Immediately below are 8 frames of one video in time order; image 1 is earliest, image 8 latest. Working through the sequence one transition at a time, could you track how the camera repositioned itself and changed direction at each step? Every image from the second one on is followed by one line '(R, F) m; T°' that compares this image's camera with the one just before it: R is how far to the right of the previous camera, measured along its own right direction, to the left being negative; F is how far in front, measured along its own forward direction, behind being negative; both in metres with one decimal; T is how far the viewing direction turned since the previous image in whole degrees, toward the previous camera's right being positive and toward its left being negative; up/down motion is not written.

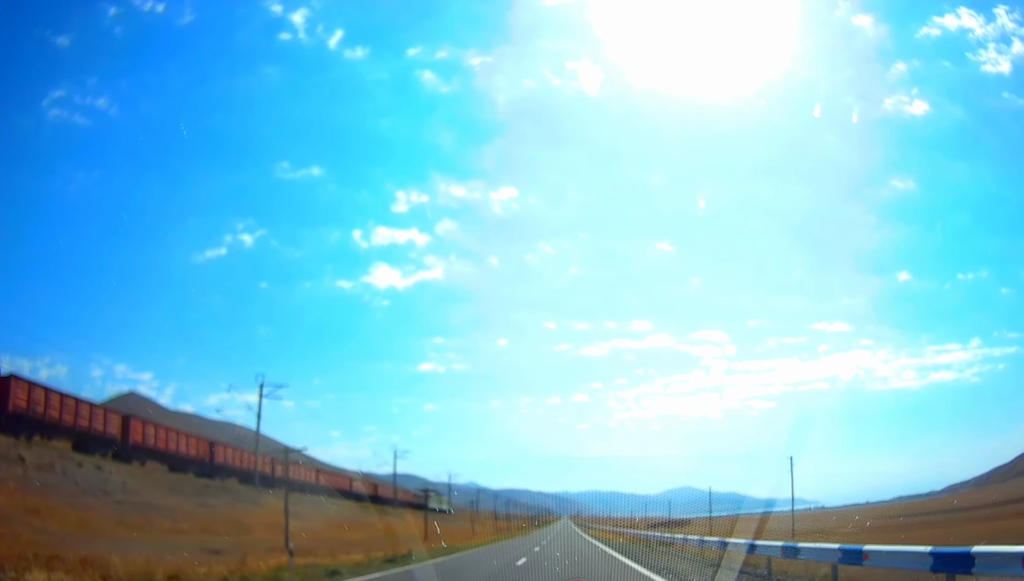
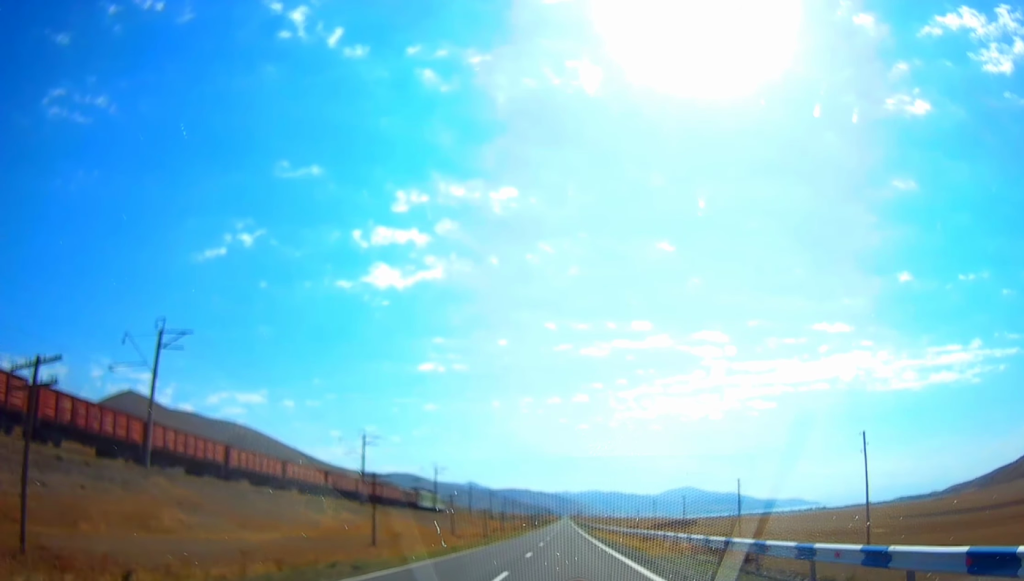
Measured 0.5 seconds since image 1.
(-0.2, +18.8) m; 0°
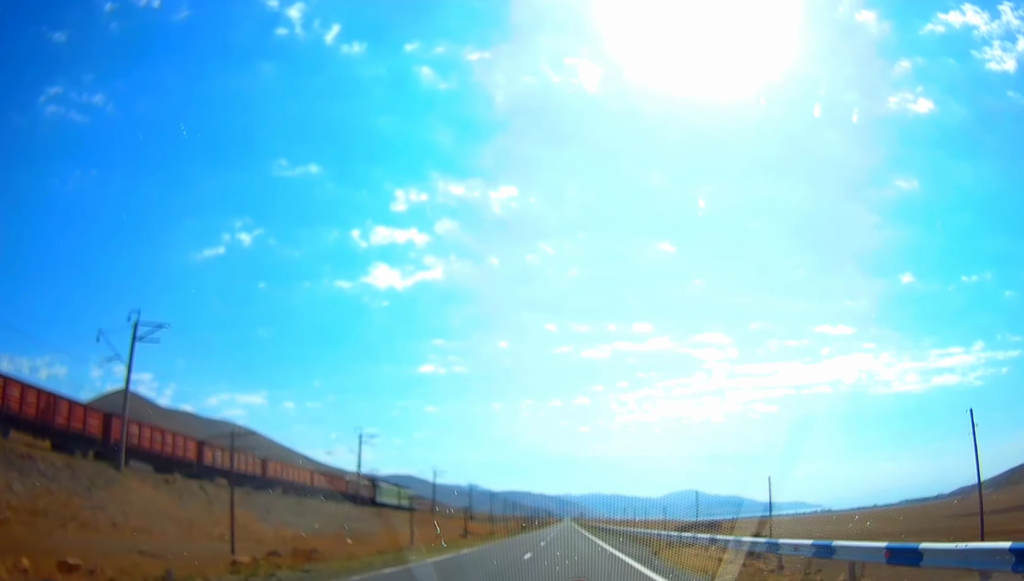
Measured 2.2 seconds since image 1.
(-0.4, +58.4) m; -1°
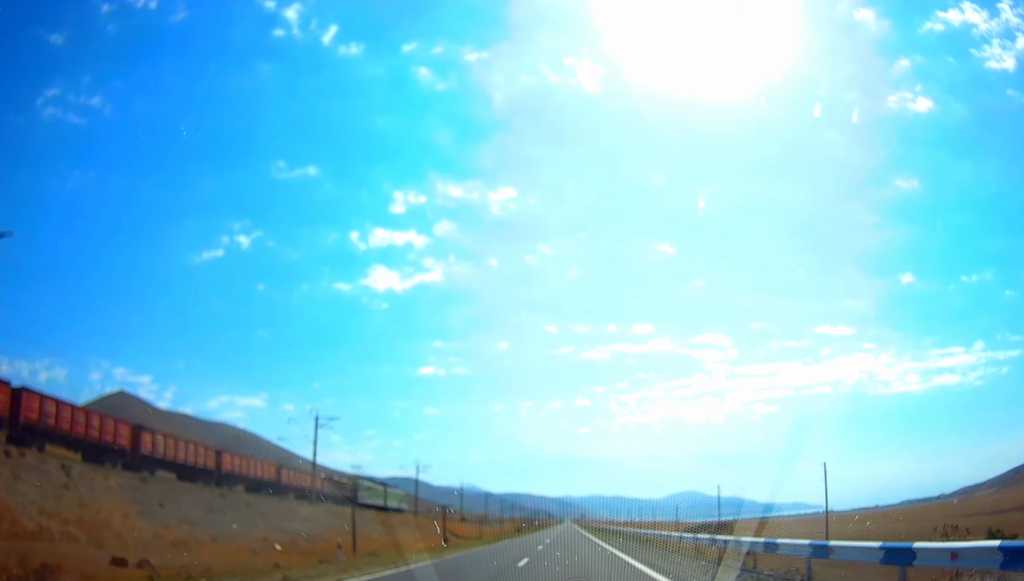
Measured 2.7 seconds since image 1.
(0.0, +17.7) m; 0°
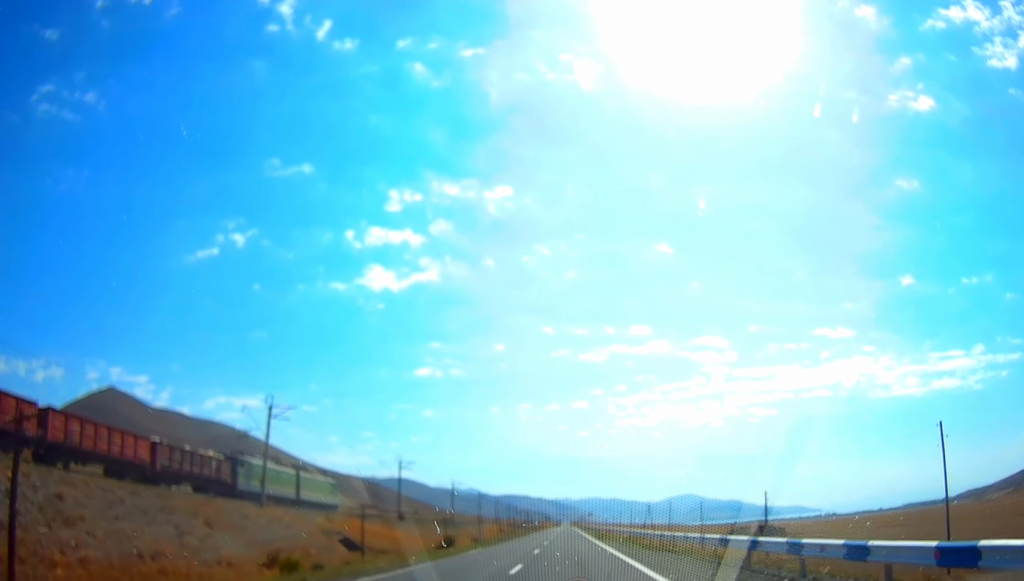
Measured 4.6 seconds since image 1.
(+0.1, +67.6) m; 0°
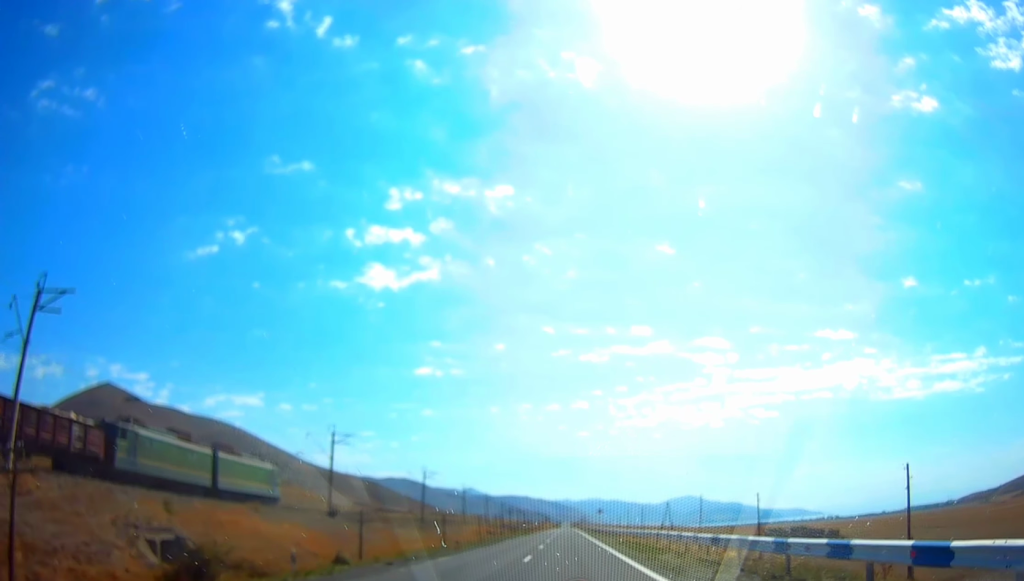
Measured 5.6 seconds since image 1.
(0.0, +35.7) m; 0°
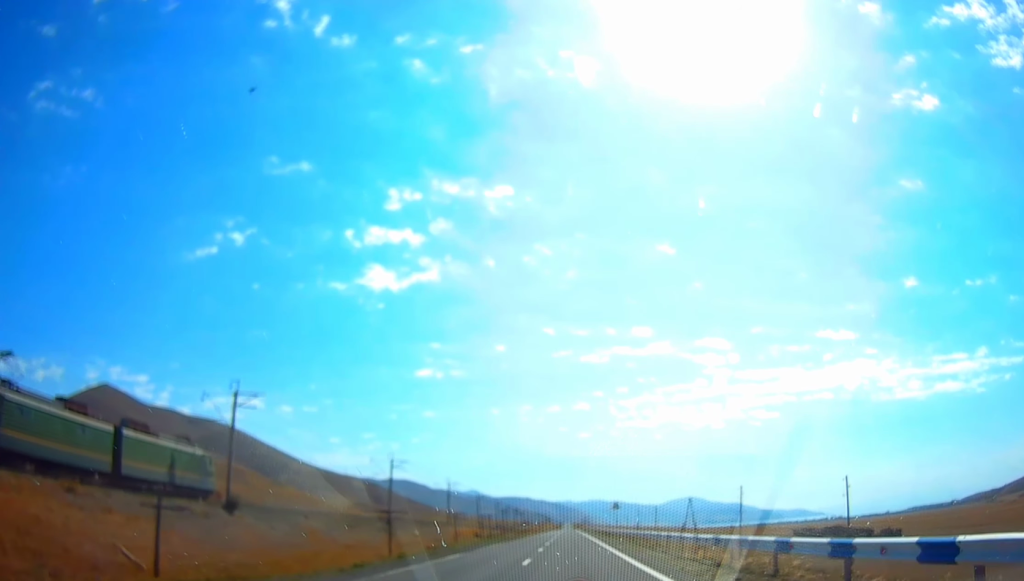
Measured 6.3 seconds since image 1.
(0.0, +26.7) m; 0°
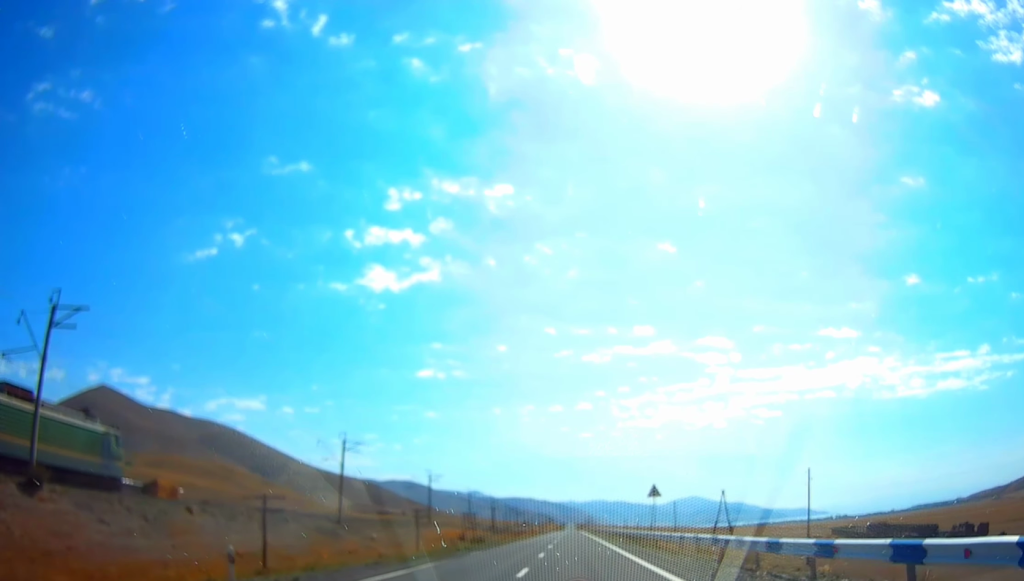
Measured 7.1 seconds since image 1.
(0.0, +26.2) m; 0°
